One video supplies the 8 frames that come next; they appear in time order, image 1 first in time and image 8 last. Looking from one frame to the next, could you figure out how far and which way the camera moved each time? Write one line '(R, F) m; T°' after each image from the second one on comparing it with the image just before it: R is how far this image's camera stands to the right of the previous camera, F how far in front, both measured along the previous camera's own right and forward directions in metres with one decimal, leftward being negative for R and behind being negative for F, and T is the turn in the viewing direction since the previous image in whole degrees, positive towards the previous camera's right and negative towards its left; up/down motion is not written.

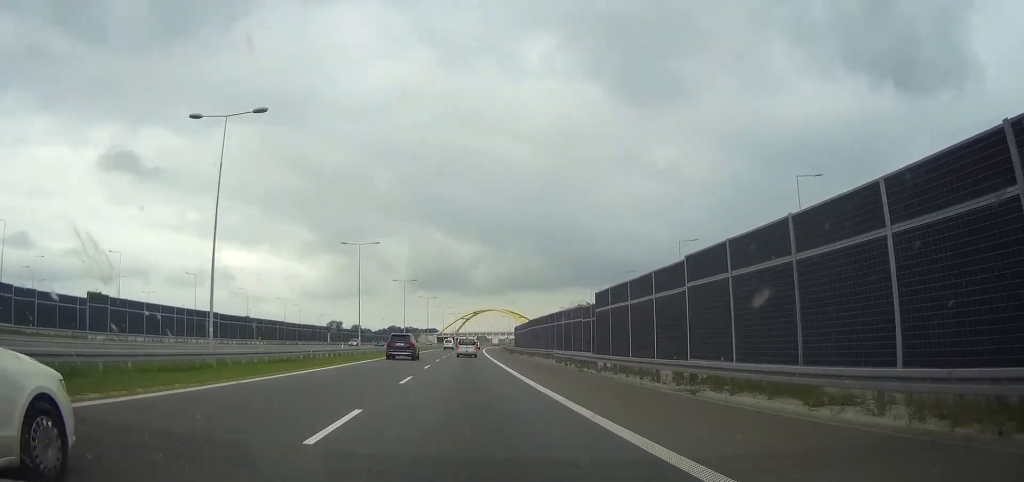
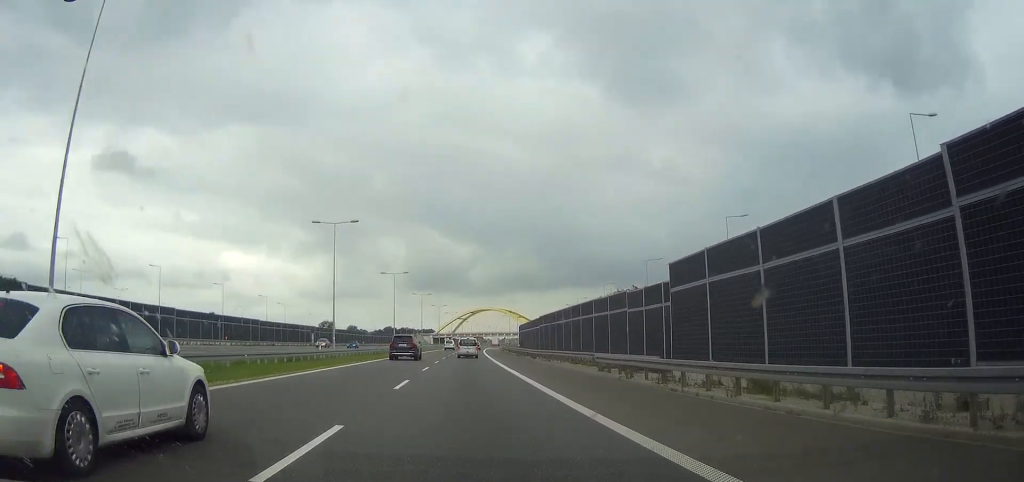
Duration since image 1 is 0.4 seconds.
(0.0, +11.6) m; 0°
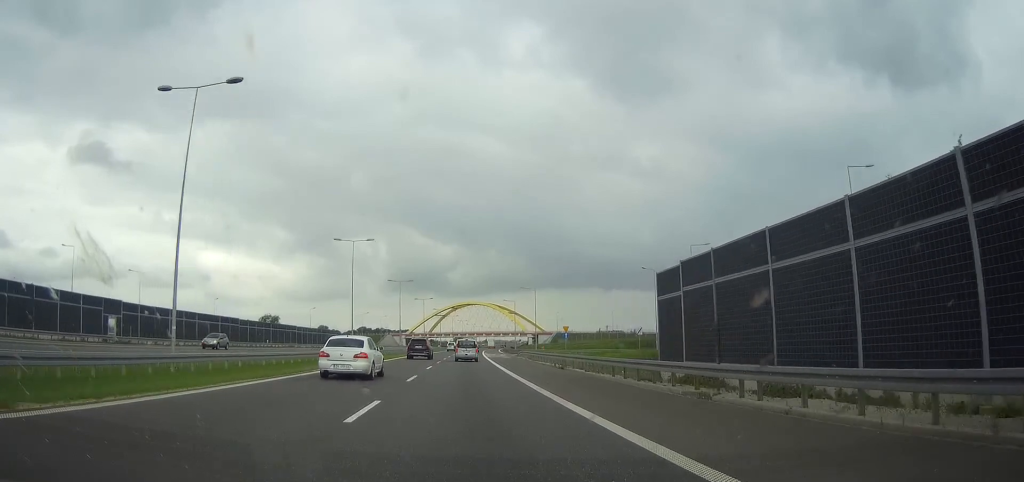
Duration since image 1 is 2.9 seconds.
(0.0, +63.5) m; 0°
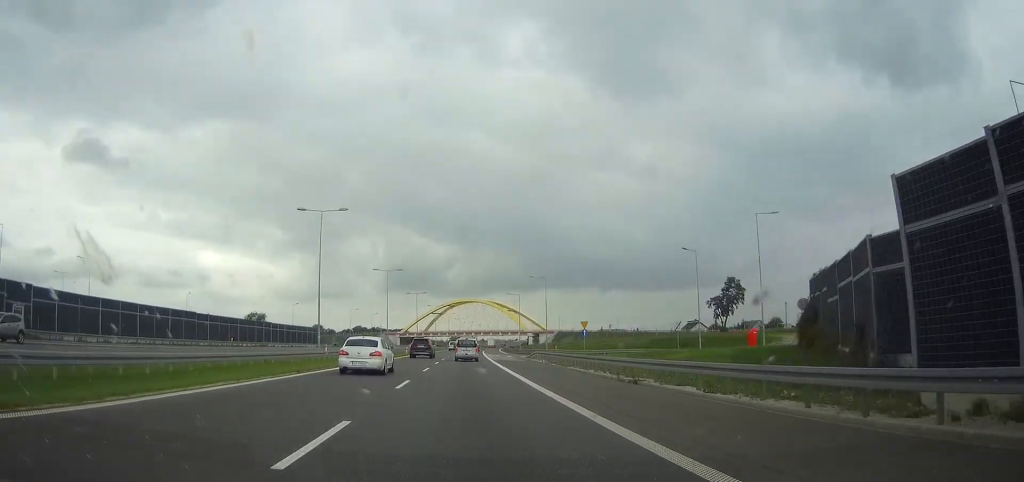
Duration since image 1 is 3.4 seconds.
(0.0, +12.9) m; 0°
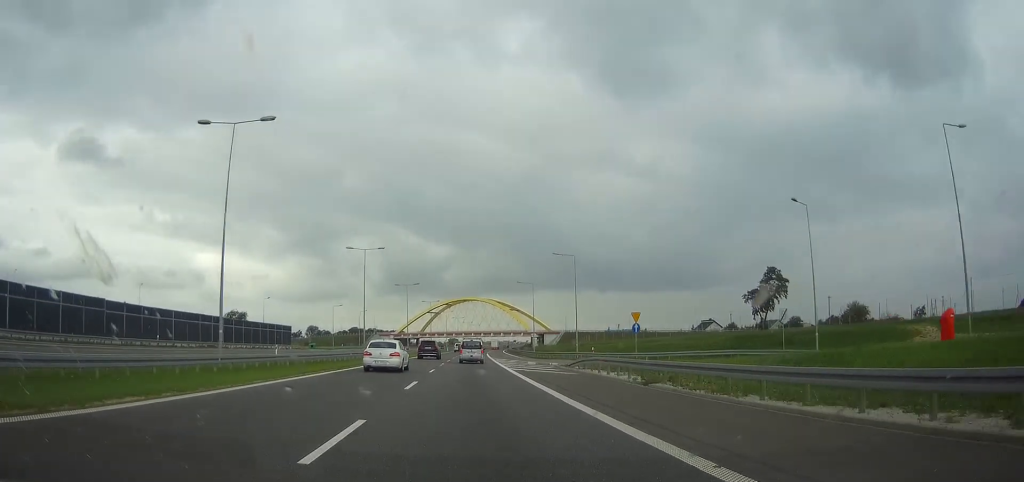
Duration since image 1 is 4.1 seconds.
(0.0, +19.5) m; 0°
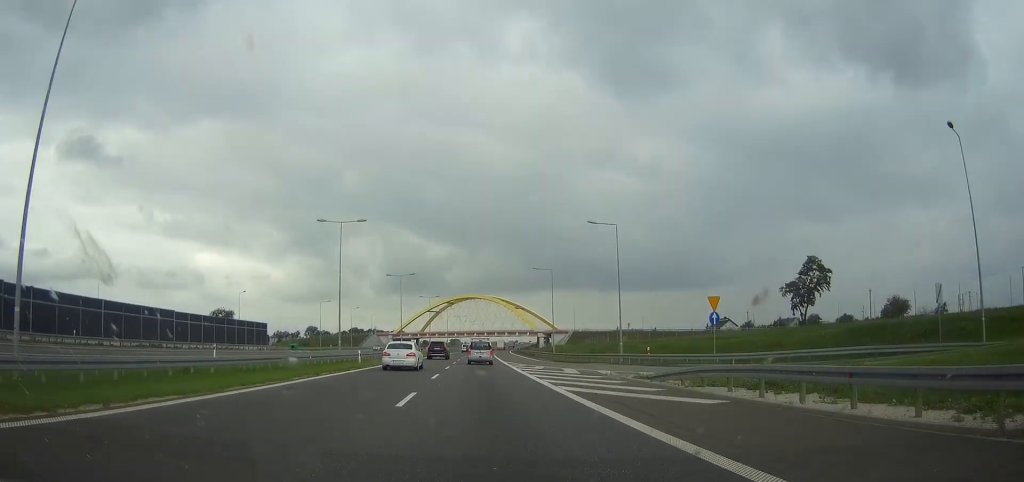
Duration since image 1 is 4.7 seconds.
(0.0, +14.6) m; 0°
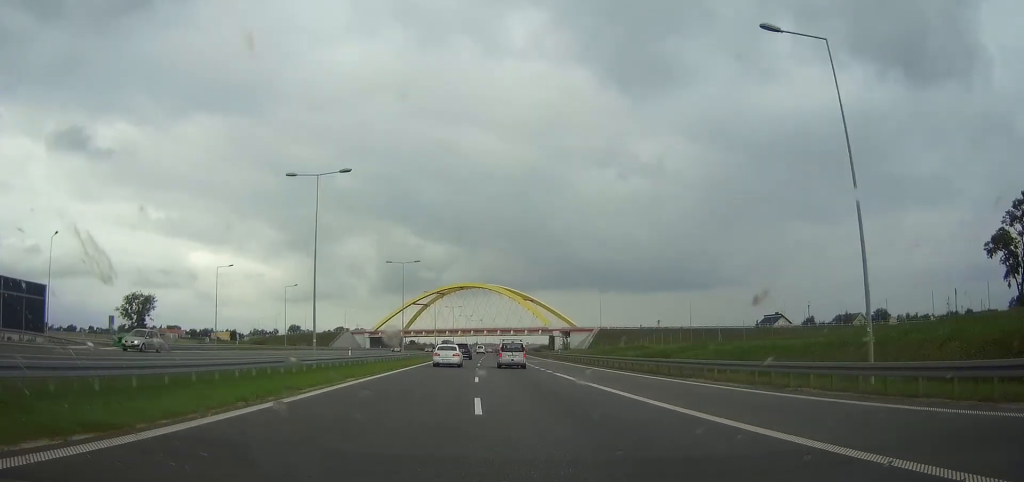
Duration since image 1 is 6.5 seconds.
(0.0, +55.4) m; 0°
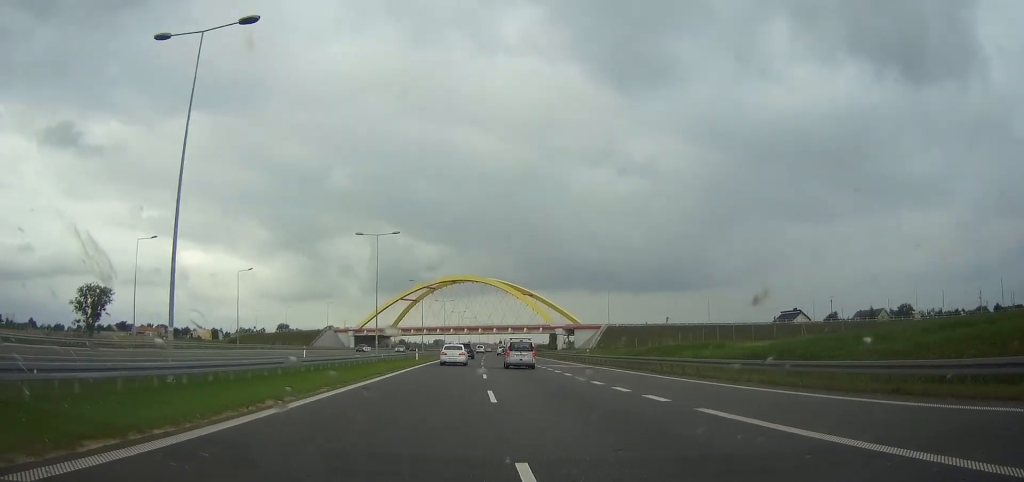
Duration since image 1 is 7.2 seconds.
(0.0, +20.8) m; 0°
